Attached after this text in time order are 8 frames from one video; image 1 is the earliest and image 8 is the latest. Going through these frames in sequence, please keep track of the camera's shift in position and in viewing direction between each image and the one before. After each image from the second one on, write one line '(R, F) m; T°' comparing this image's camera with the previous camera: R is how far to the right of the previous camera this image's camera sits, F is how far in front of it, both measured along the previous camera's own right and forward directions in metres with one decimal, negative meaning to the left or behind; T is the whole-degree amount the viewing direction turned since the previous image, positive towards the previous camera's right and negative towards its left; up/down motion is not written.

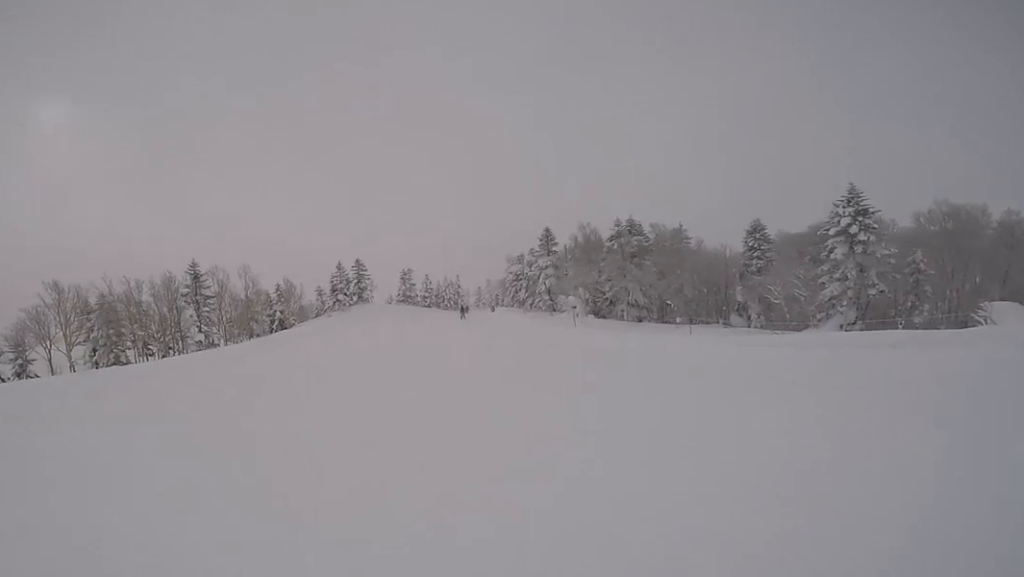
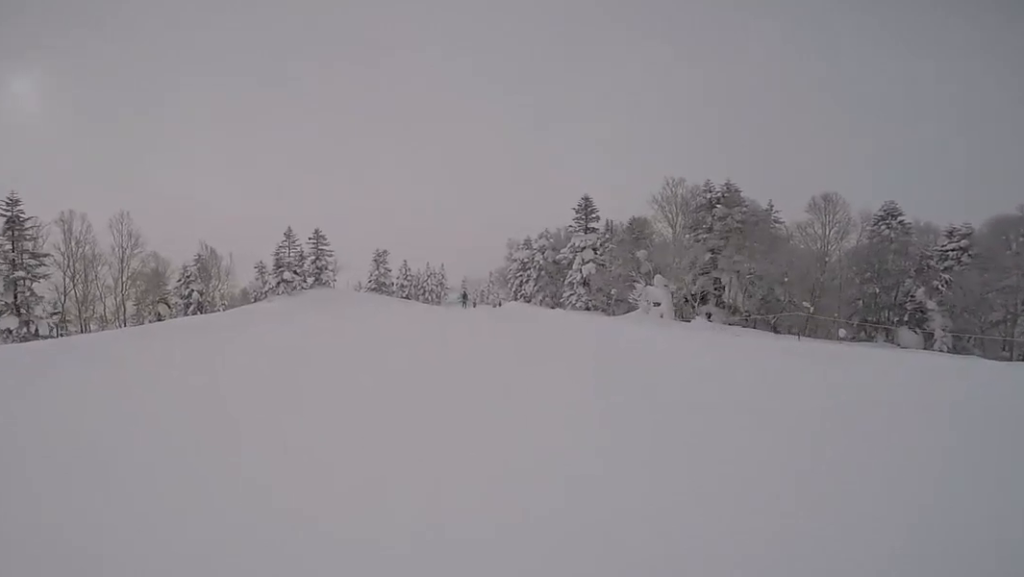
(+0.7, +16.1) m; +9°
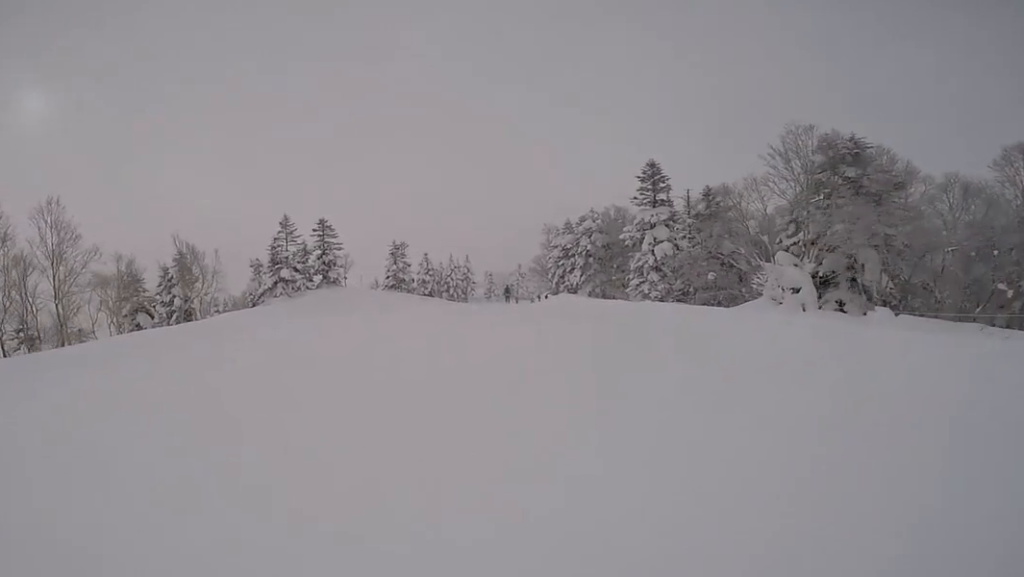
(+0.7, +7.3) m; +5°
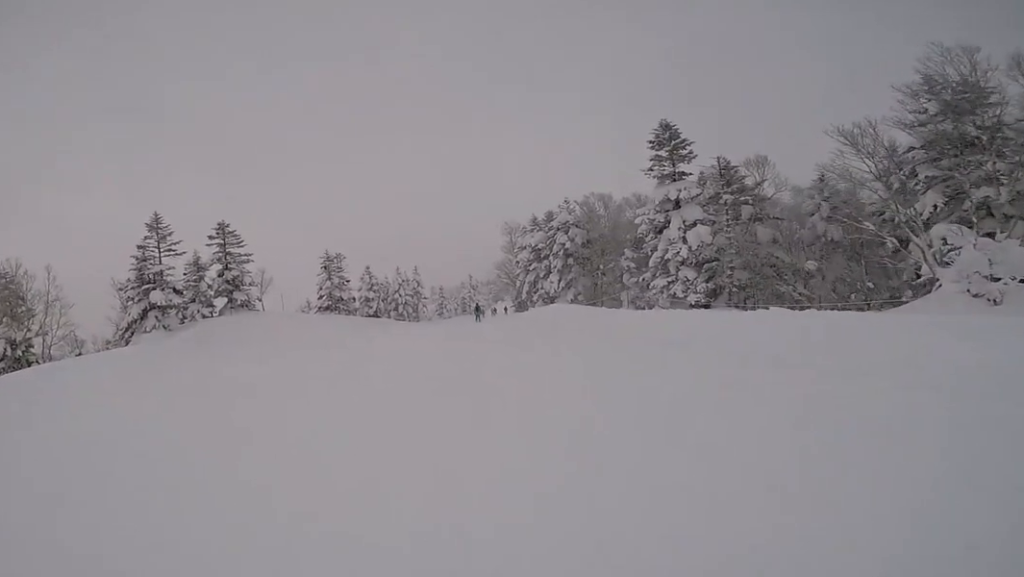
(-0.1, +9.9) m; -7°
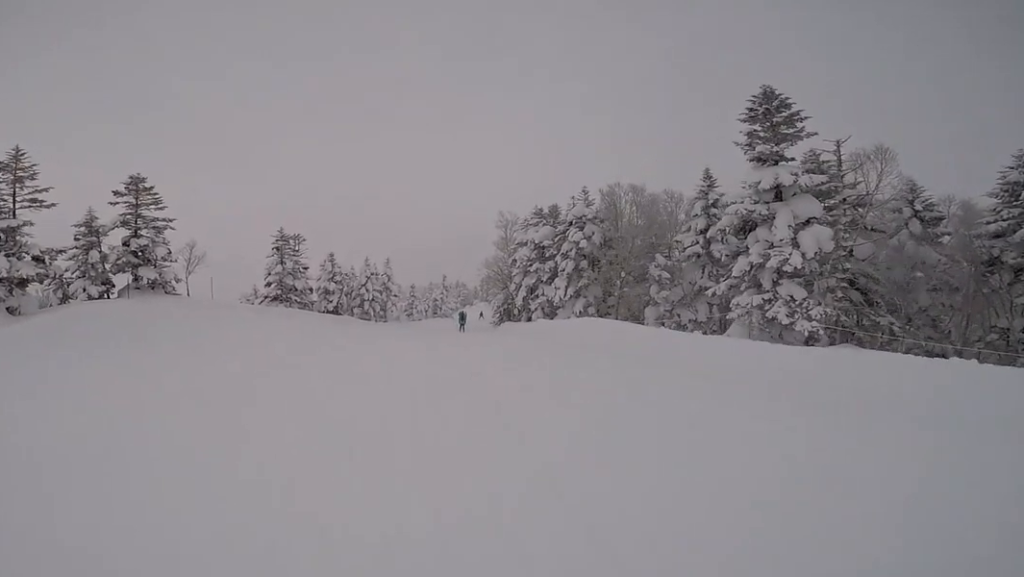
(-1.0, +7.6) m; +1°
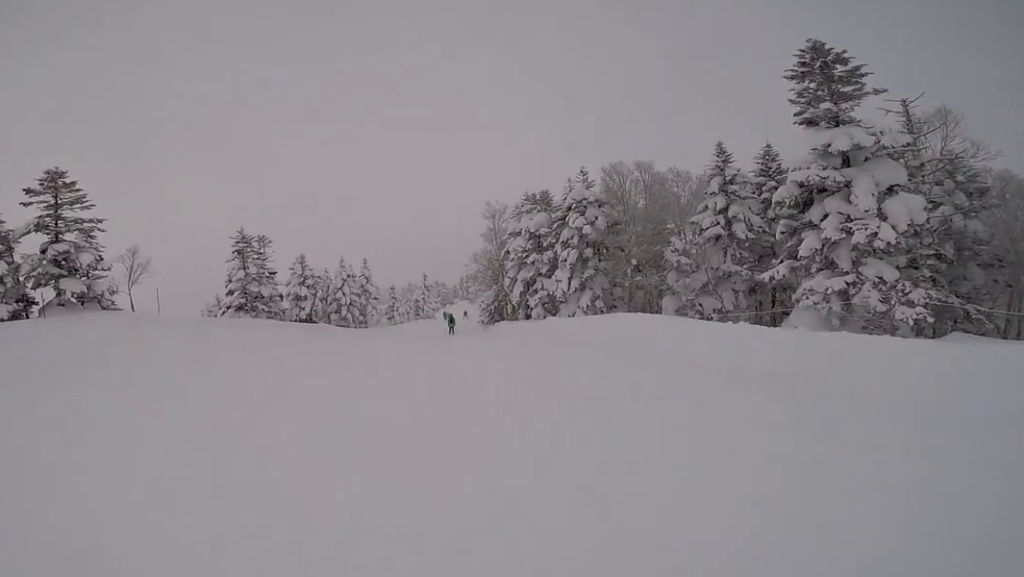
(+0.6, +3.7) m; +3°
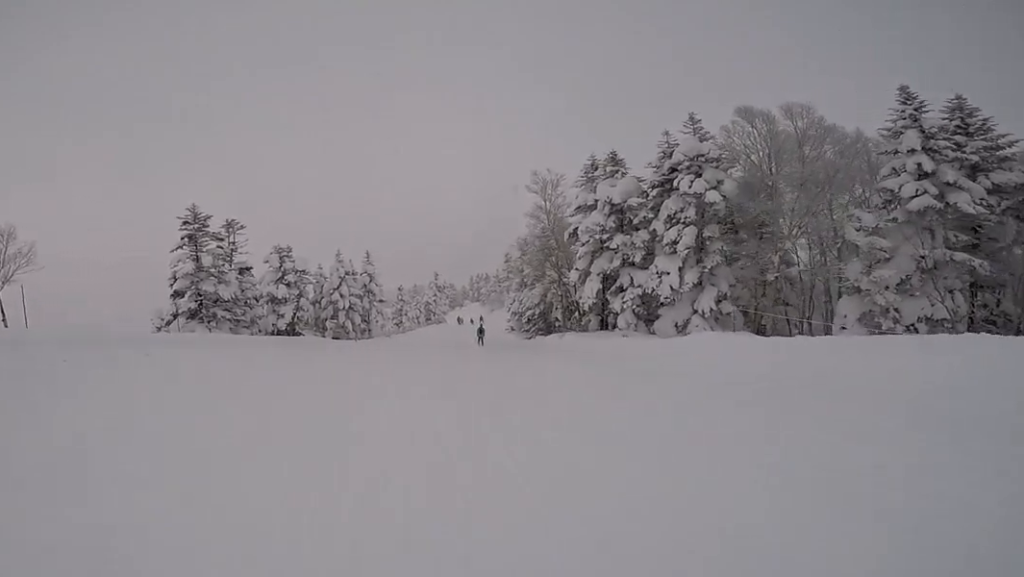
(+0.7, +9.6) m; +5°
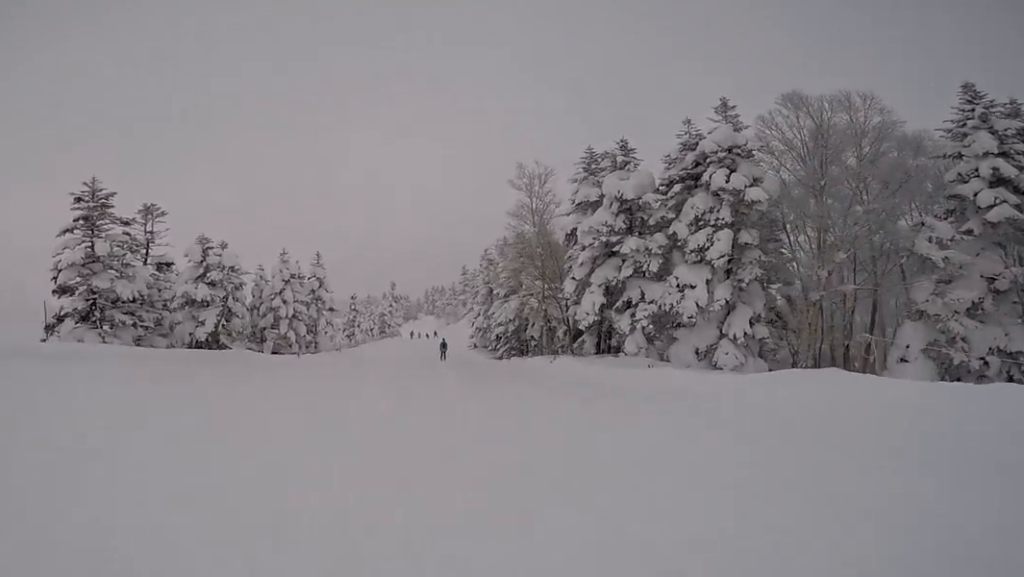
(0.0, +4.8) m; +1°
